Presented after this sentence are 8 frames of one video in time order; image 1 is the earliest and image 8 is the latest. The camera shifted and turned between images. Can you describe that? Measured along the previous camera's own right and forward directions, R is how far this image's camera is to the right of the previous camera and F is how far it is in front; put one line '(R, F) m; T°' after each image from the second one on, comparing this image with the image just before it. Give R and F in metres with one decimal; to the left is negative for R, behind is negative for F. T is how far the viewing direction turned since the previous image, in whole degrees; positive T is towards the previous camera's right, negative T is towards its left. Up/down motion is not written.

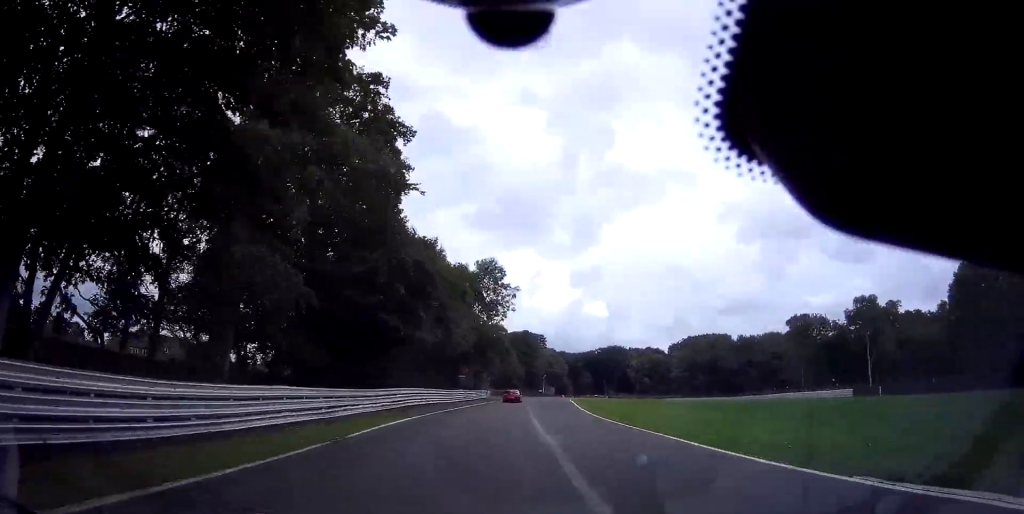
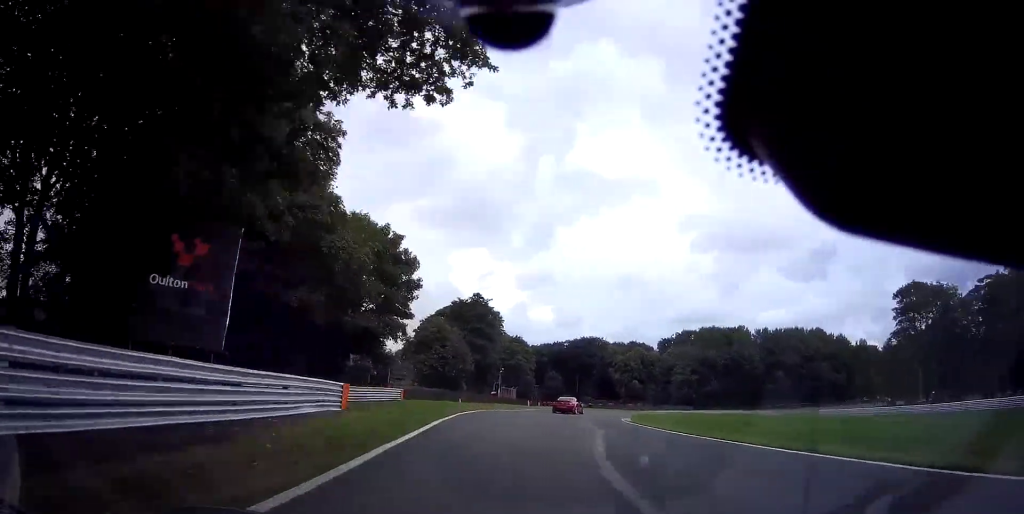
(-0.4, +57.7) m; +4°
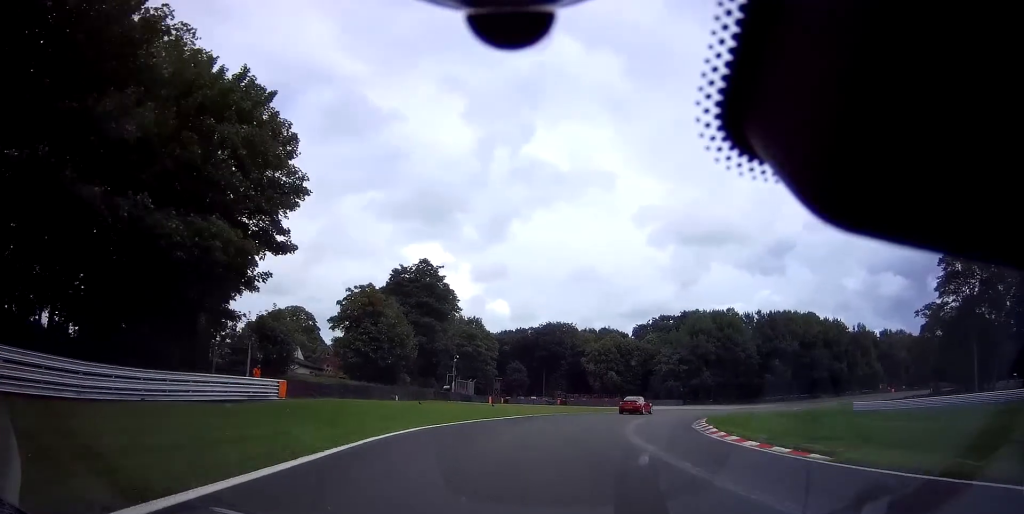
(+1.3, +20.5) m; +7°
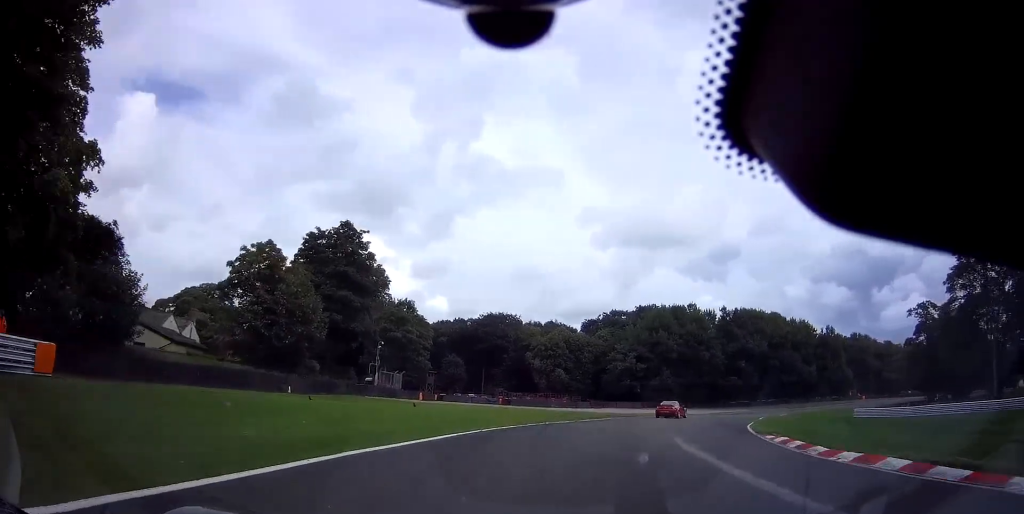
(+0.8, +14.2) m; +8°
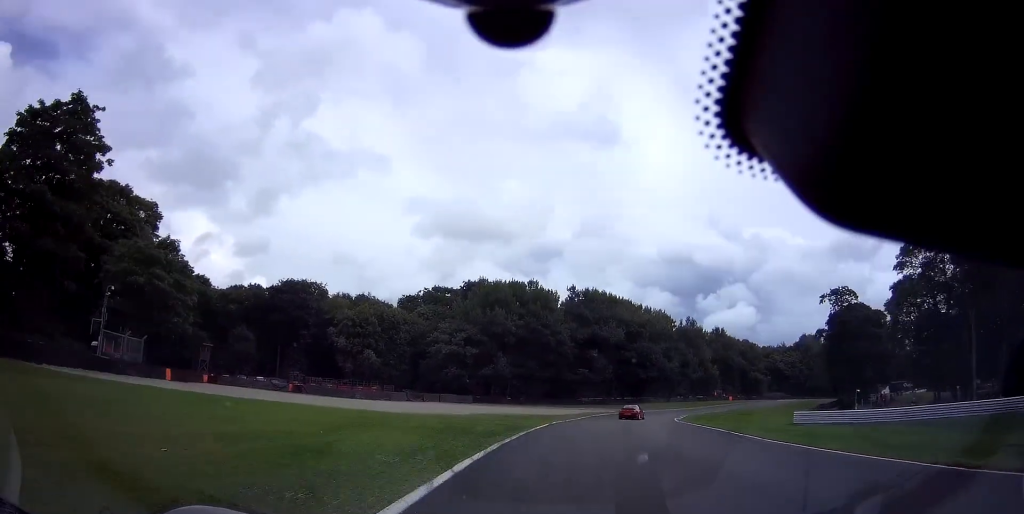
(+3.1, +22.5) m; +16°
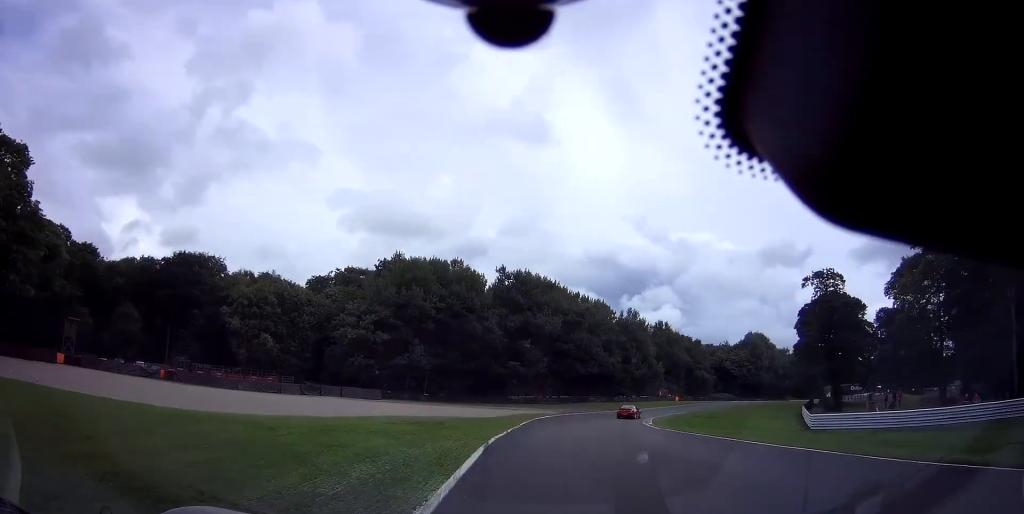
(+1.0, +14.0) m; +10°
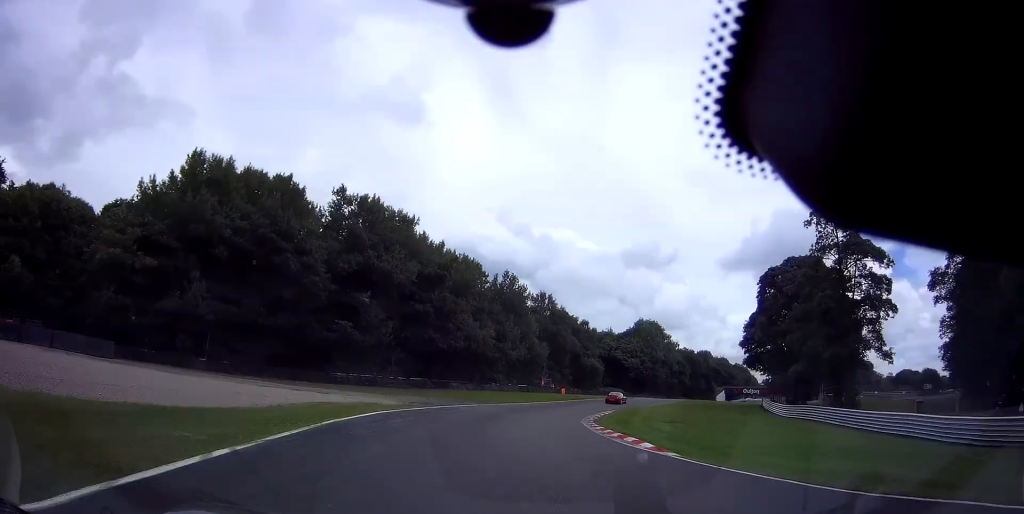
(+4.3, +27.0) m; +16°
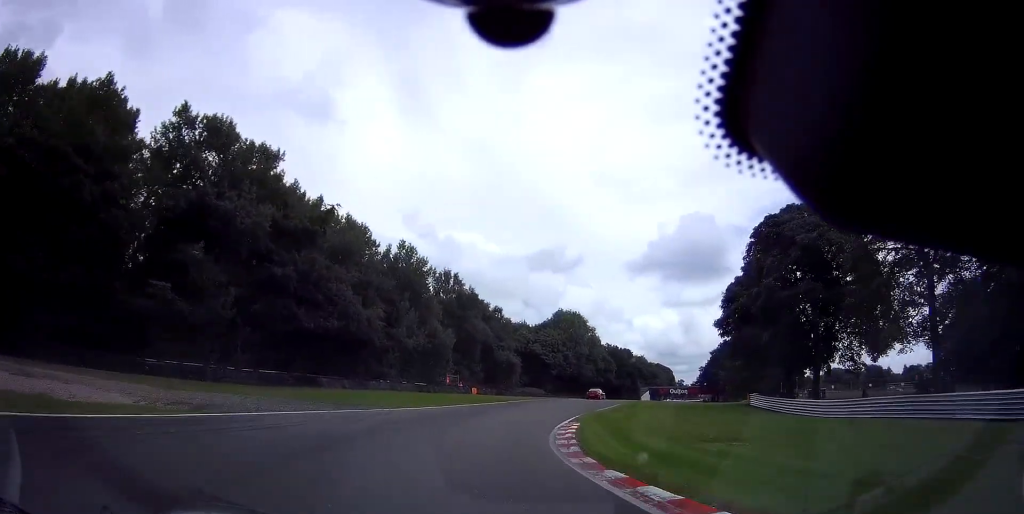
(+1.2, +18.9) m; +9°
